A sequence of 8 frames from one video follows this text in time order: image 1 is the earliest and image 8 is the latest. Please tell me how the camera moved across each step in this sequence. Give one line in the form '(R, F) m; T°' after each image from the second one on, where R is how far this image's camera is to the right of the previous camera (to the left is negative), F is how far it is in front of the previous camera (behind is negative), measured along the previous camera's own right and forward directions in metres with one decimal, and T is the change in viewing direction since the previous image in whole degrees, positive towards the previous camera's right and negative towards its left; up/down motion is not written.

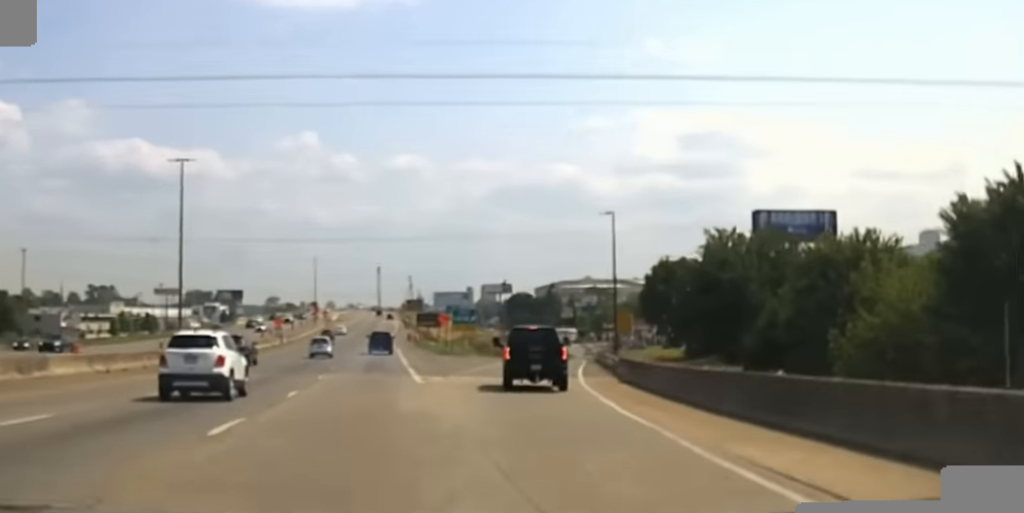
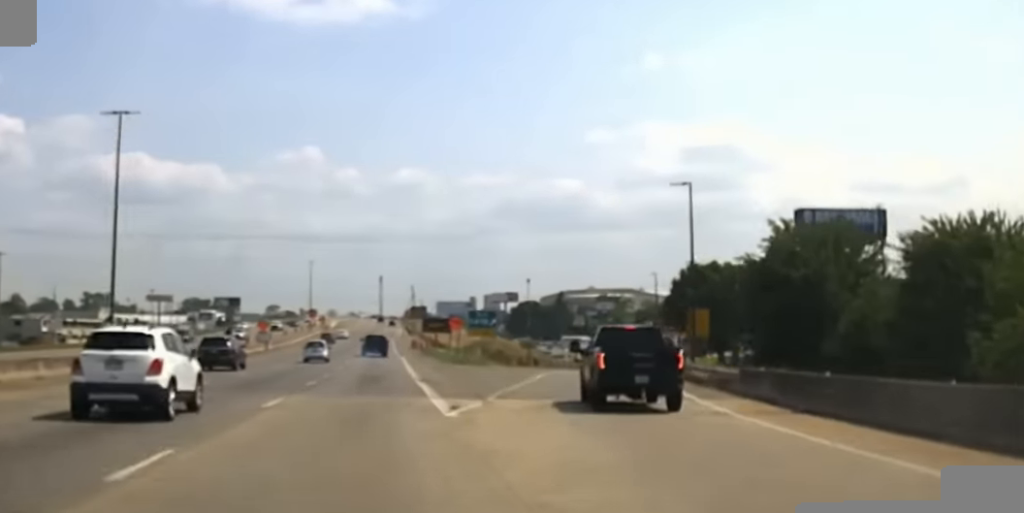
(0.0, +19.2) m; 0°
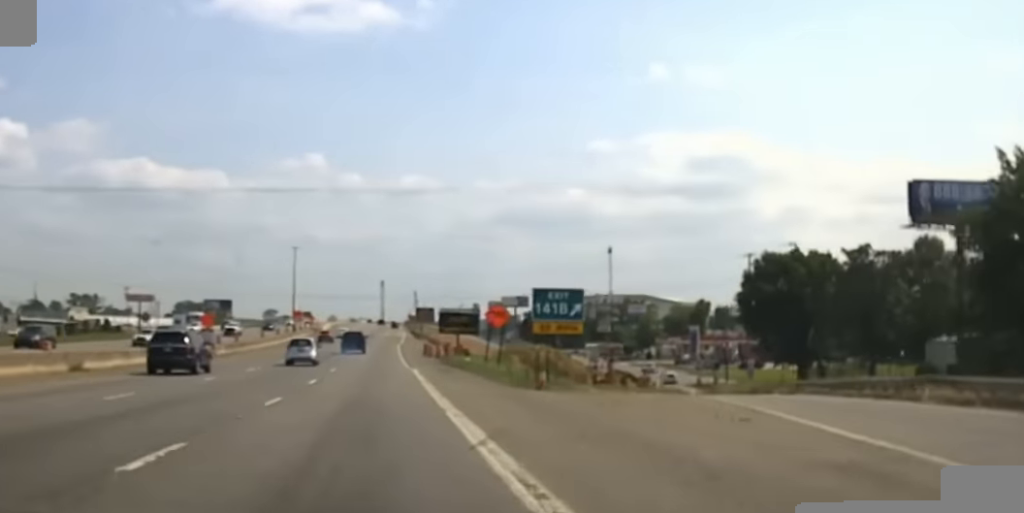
(0.0, +38.3) m; 0°
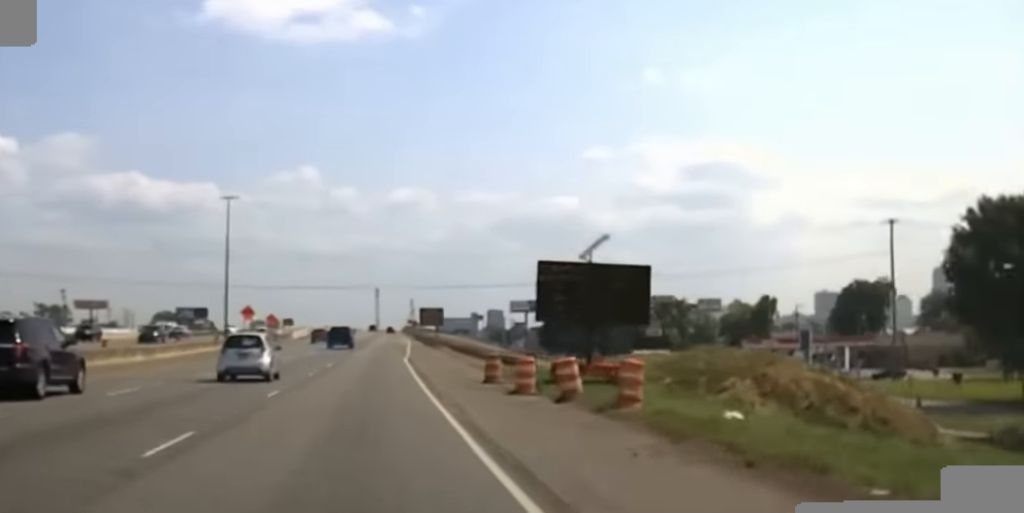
(0.0, +59.5) m; 0°
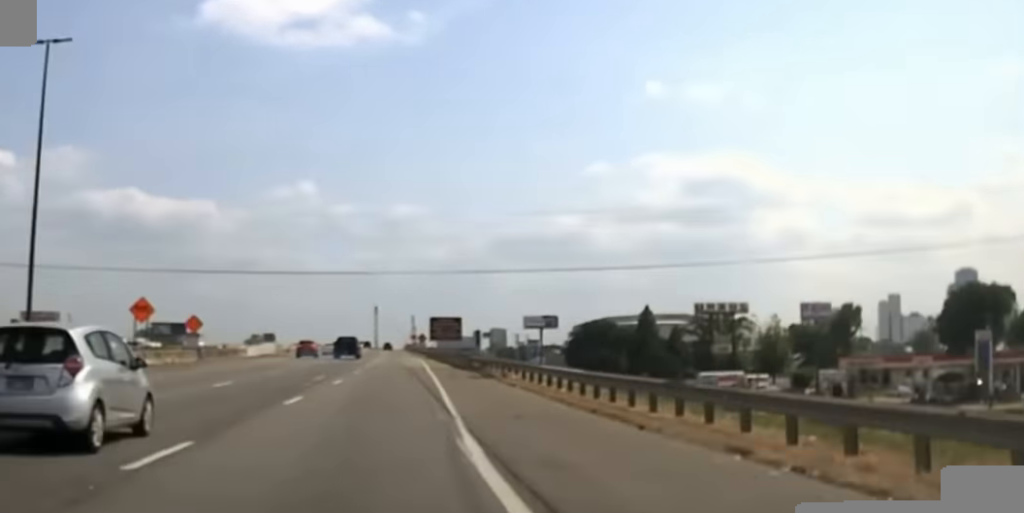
(-0.1, +50.5) m; 0°
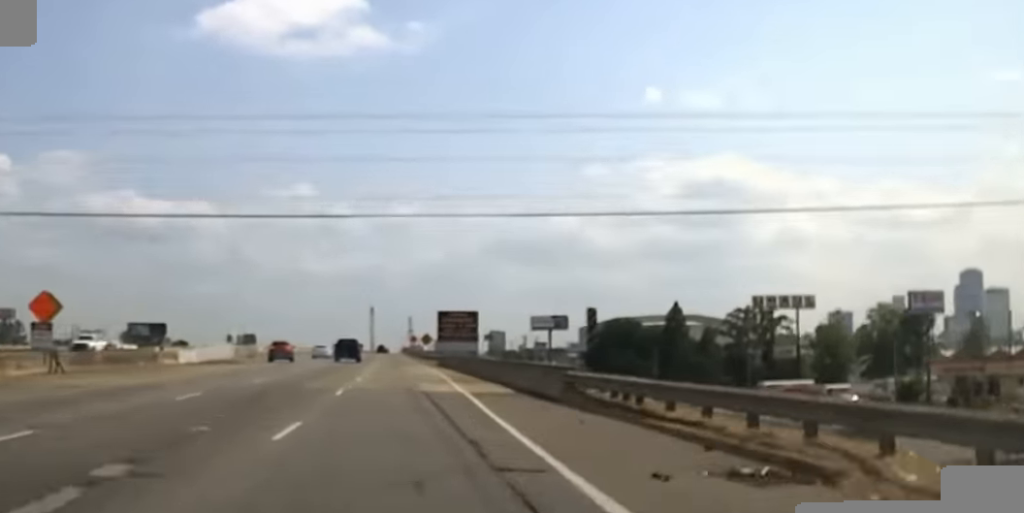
(-0.2, +31.3) m; 0°
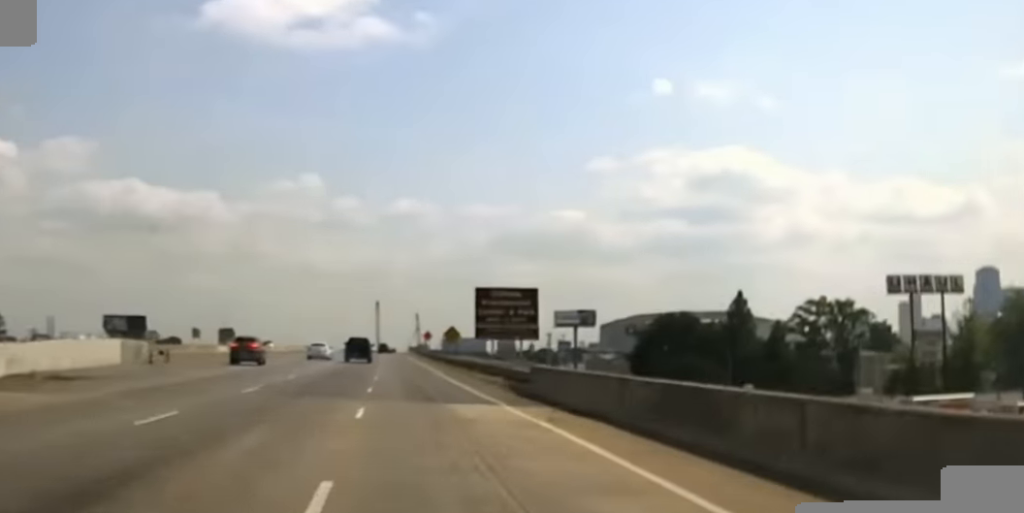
(-0.1, +42.8) m; 0°
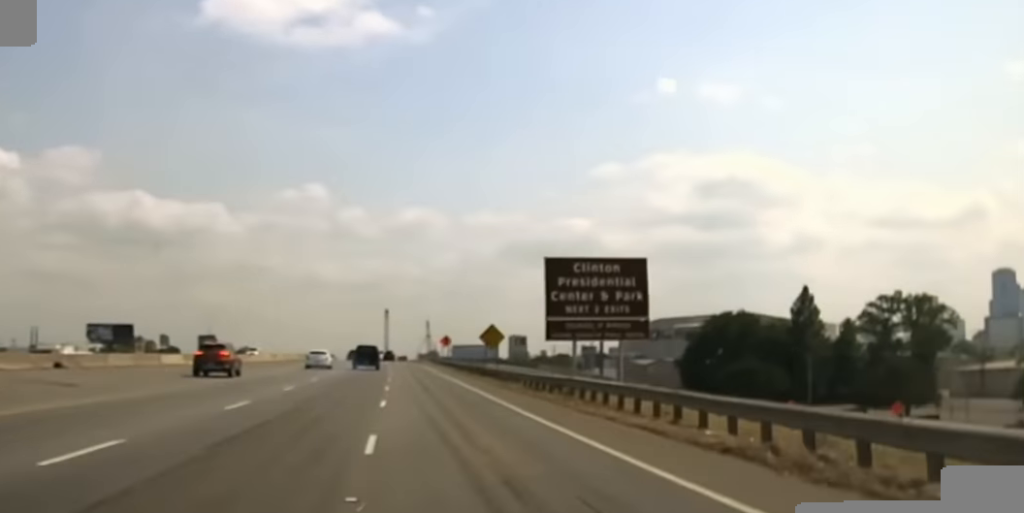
(0.0, +30.9) m; 0°
